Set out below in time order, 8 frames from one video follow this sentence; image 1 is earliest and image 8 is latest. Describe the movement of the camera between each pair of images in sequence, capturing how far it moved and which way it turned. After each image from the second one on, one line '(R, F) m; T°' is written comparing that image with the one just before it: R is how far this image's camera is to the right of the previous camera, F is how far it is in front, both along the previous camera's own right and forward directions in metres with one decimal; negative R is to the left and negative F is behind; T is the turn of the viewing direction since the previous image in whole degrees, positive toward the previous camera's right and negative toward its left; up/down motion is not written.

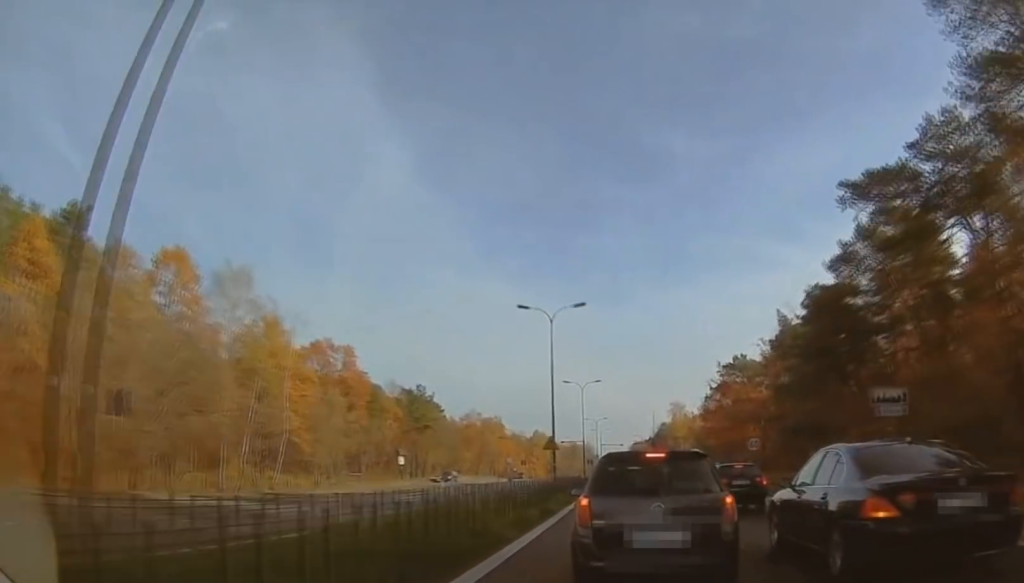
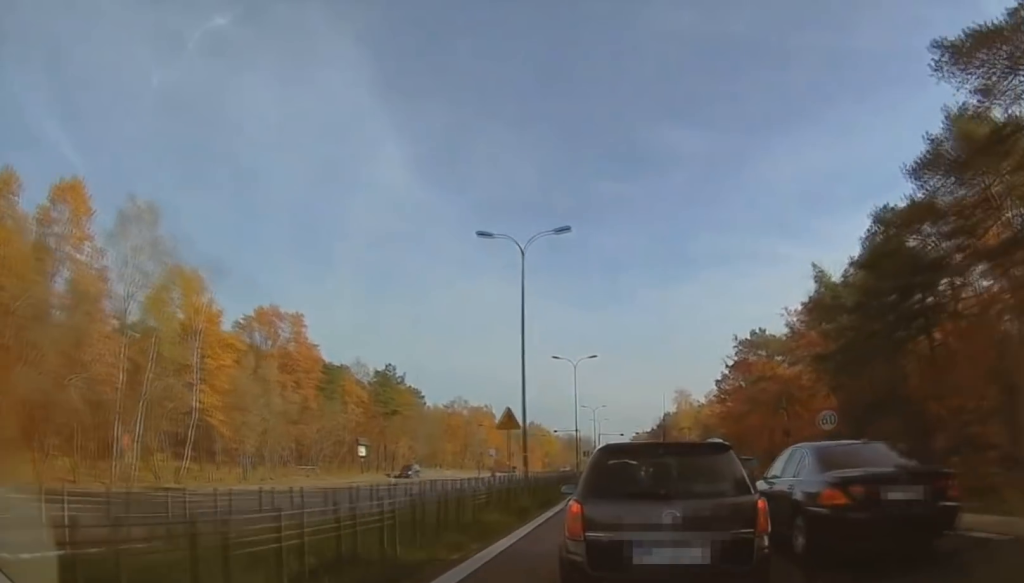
(-0.2, +13.8) m; -2°
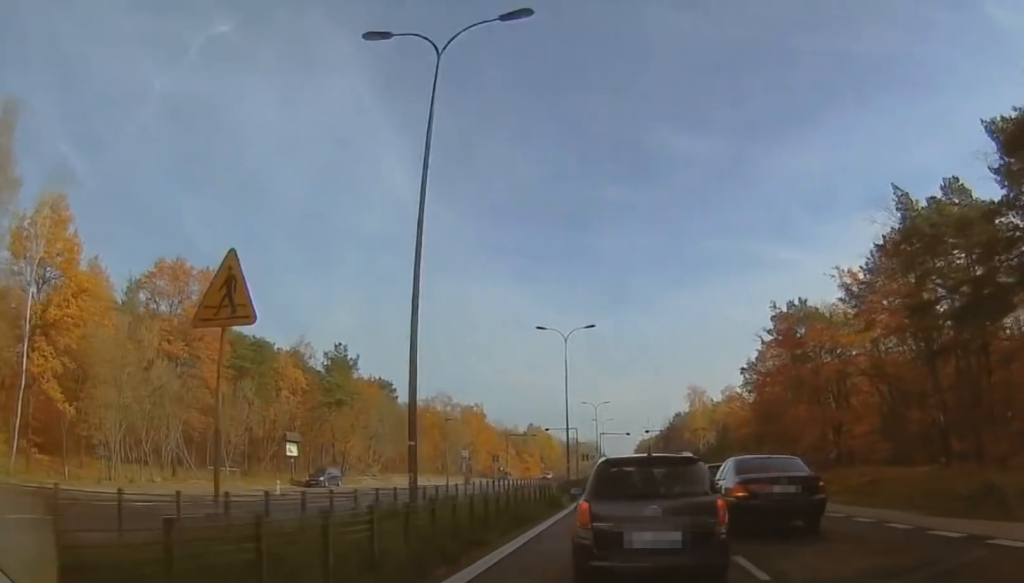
(0.0, +18.5) m; +2°
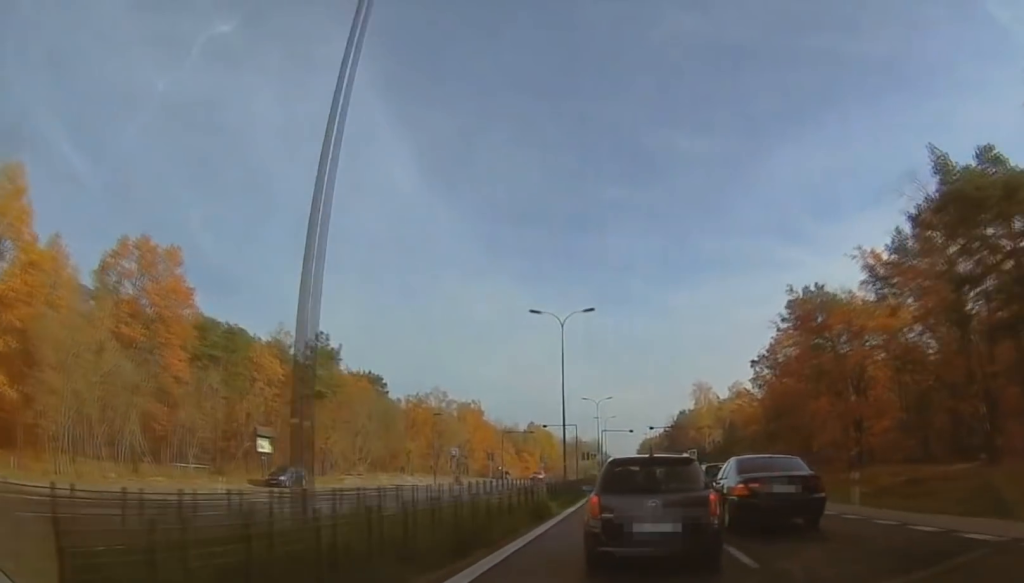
(0.0, +5.1) m; 0°
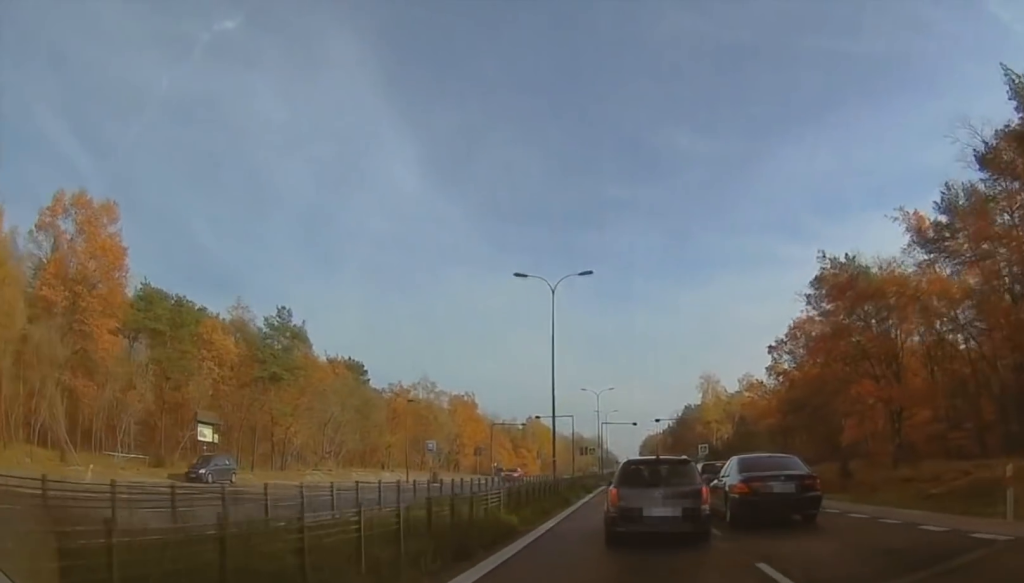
(0.0, +8.7) m; 0°
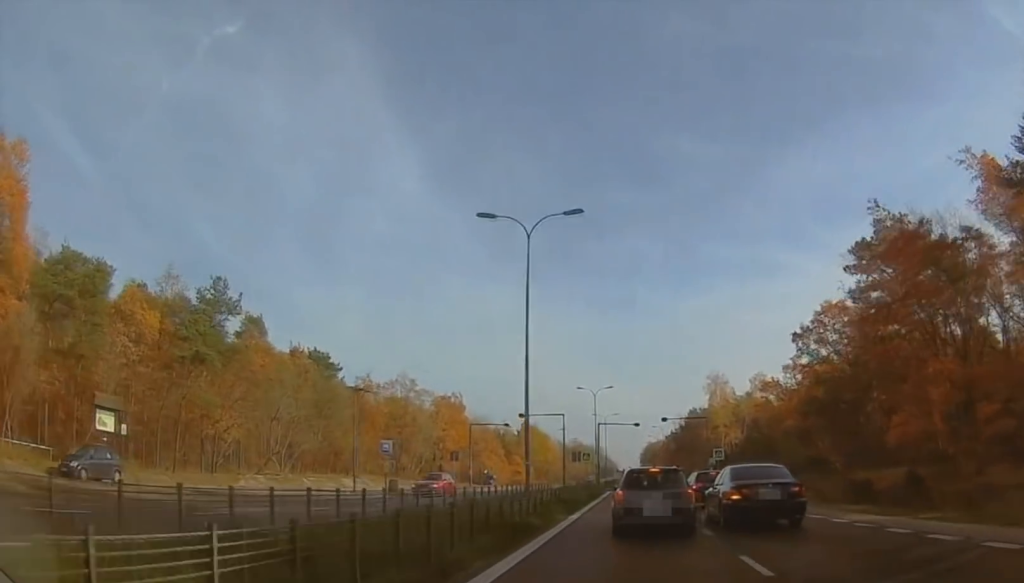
(-0.1, +10.7) m; -3°
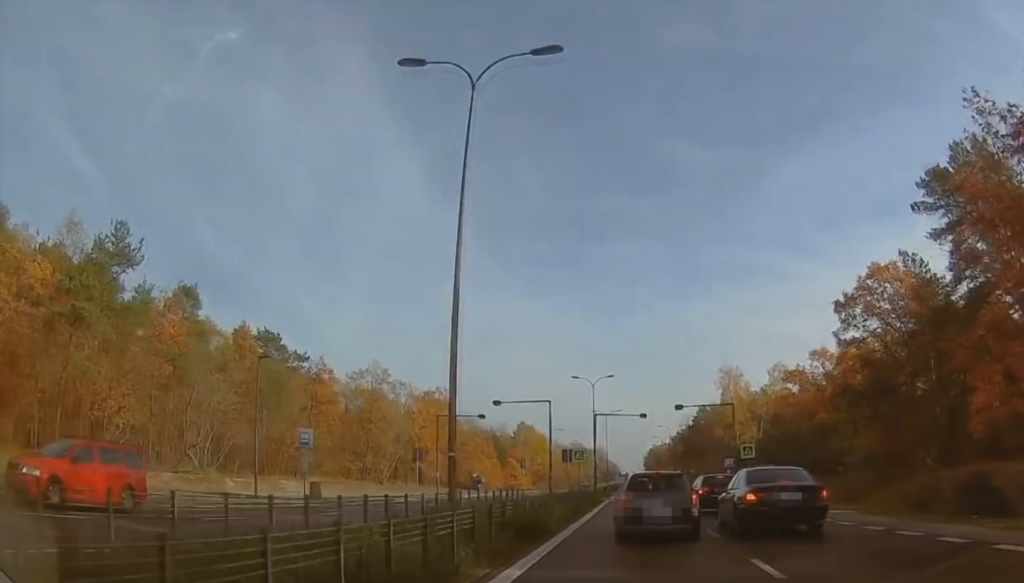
(-0.4, +11.5) m; -2°
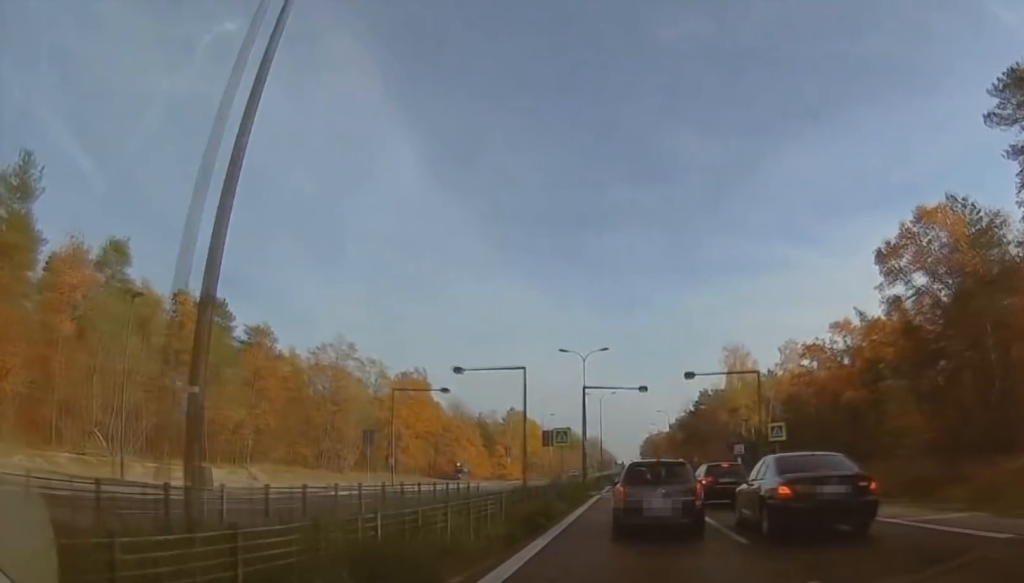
(0.0, +8.5) m; 0°
